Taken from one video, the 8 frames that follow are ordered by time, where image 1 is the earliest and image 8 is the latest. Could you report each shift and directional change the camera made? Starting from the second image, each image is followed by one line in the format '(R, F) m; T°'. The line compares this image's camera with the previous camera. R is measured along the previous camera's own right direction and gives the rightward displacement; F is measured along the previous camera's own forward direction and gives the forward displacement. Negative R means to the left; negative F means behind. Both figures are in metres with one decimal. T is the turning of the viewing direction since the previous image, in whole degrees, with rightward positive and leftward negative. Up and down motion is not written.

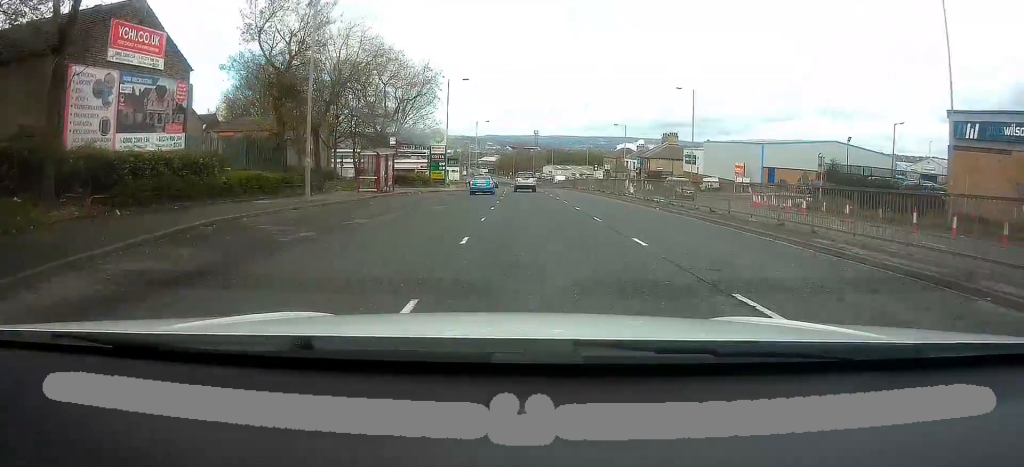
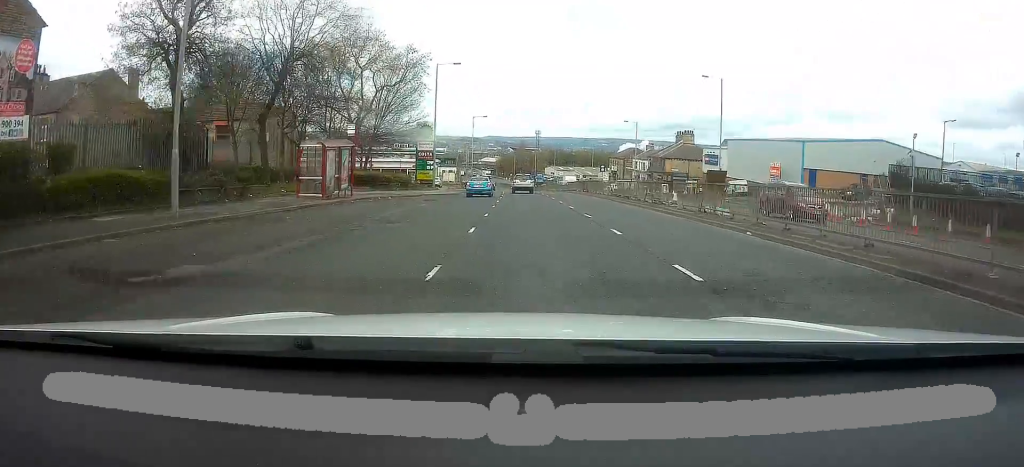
(0.0, +9.7) m; 0°
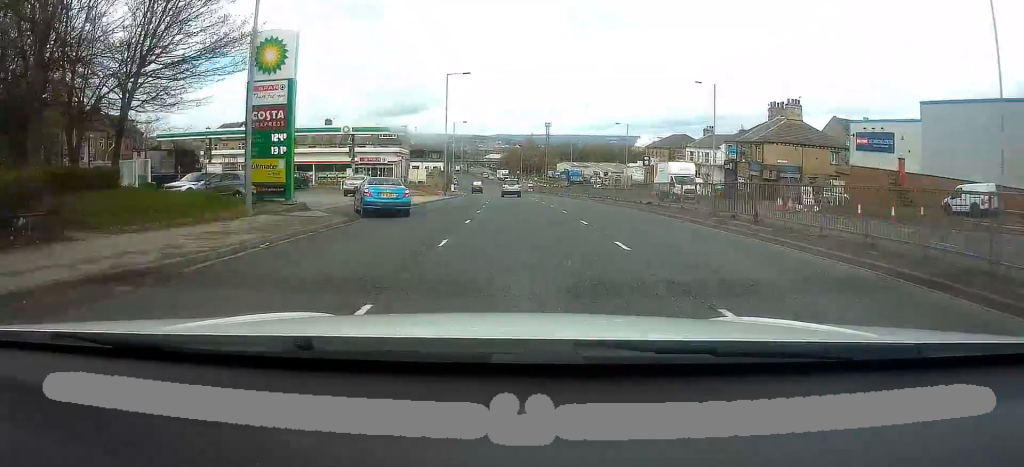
(-0.4, +38.7) m; -1°
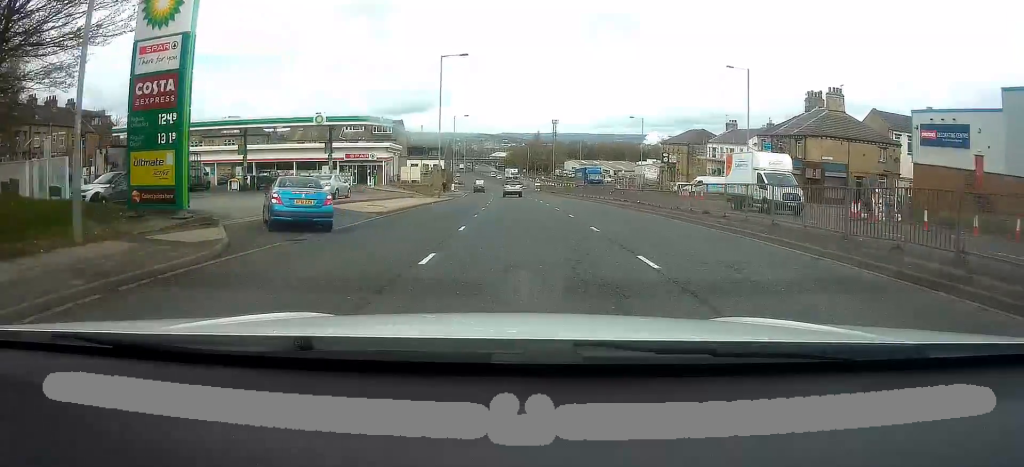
(0.0, +8.1) m; -1°
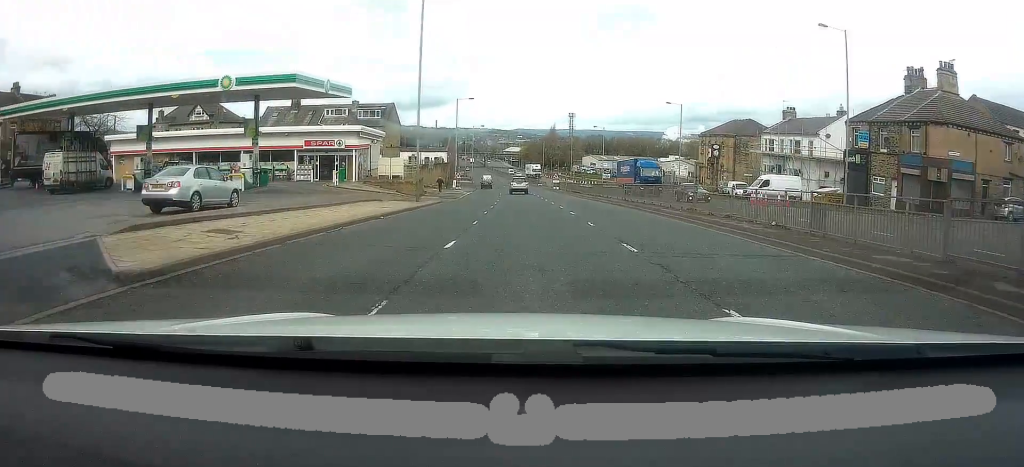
(-0.3, +15.6) m; -2°
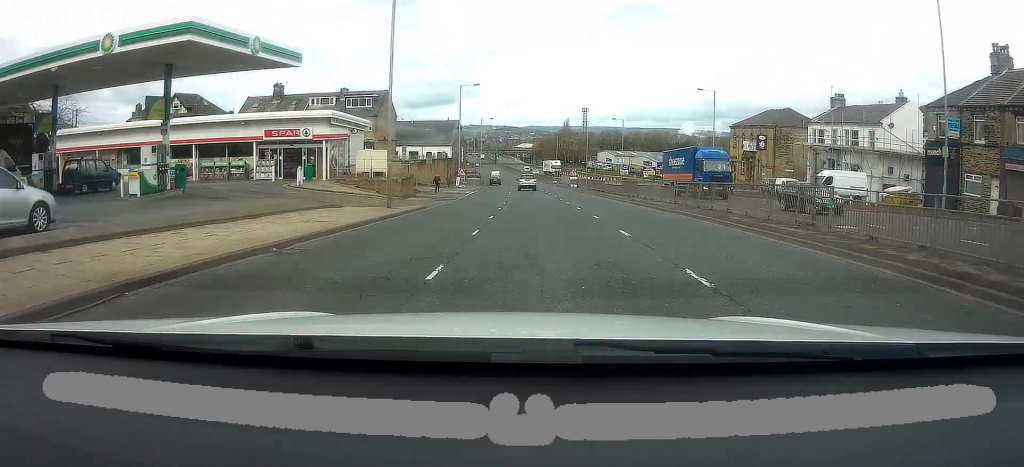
(-0.1, +9.7) m; -1°
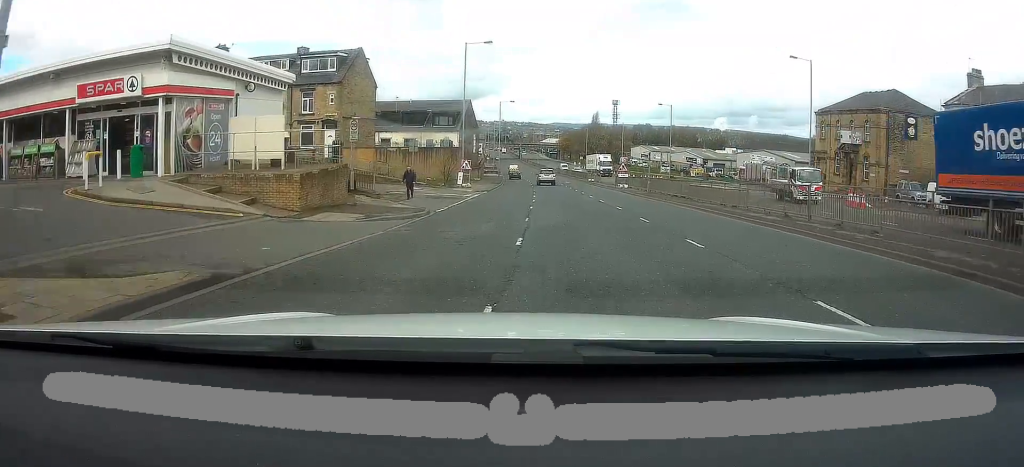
(-0.2, +20.2) m; -2°
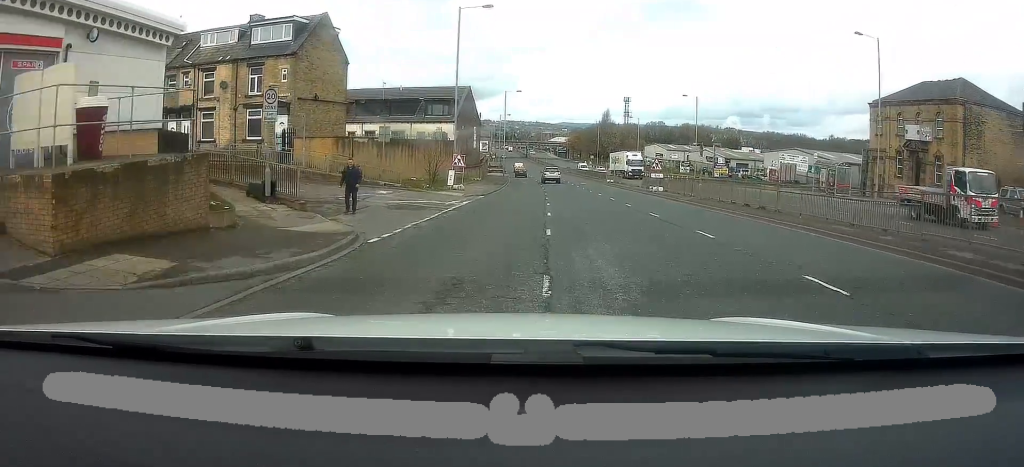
(-0.2, +10.4) m; -1°
